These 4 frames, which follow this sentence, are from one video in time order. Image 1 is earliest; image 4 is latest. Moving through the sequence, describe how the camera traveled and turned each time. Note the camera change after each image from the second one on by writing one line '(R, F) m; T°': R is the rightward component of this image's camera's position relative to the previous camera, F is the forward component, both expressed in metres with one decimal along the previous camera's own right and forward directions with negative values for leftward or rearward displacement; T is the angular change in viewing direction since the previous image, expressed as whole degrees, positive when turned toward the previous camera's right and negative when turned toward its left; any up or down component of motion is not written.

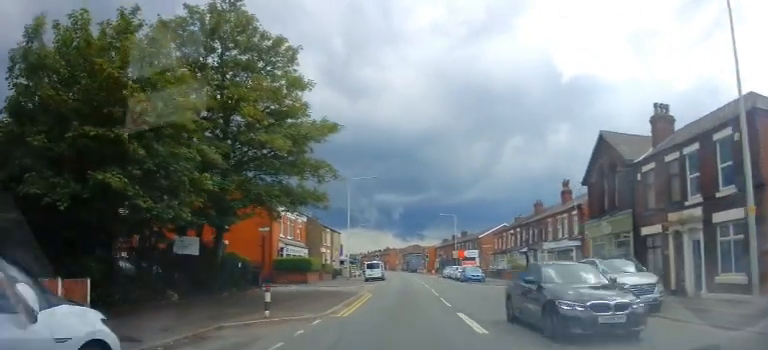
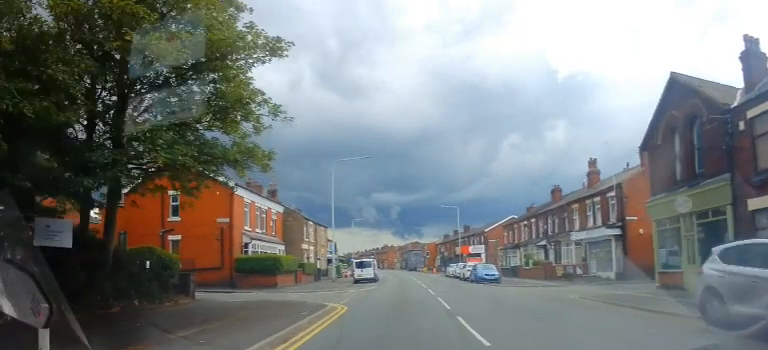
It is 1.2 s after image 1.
(+0.1, +8.1) m; +1°
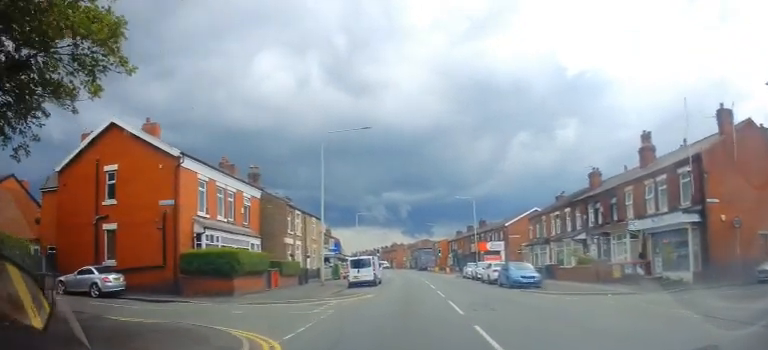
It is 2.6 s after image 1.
(0.0, +8.8) m; -1°
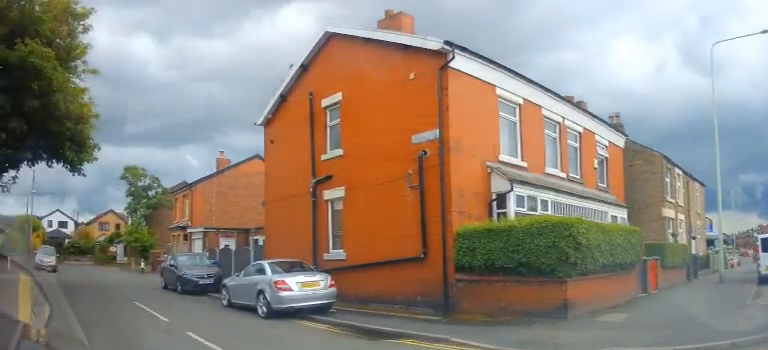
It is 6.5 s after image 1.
(-3.2, +12.0) m; -53°
